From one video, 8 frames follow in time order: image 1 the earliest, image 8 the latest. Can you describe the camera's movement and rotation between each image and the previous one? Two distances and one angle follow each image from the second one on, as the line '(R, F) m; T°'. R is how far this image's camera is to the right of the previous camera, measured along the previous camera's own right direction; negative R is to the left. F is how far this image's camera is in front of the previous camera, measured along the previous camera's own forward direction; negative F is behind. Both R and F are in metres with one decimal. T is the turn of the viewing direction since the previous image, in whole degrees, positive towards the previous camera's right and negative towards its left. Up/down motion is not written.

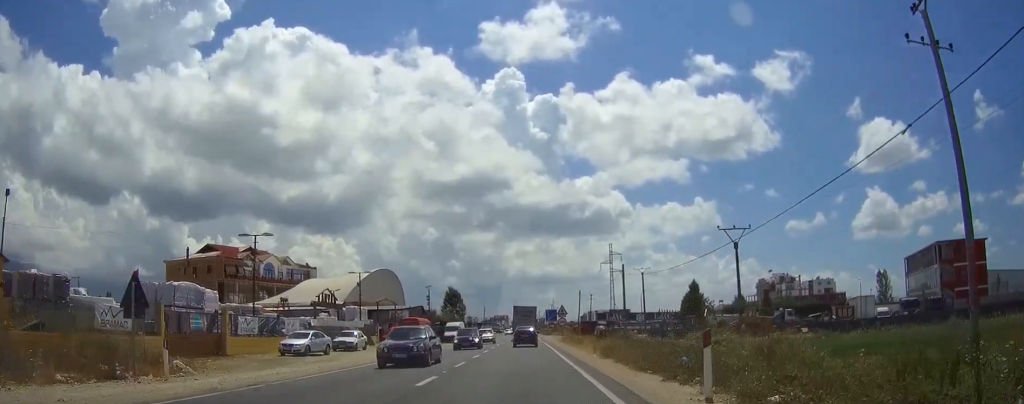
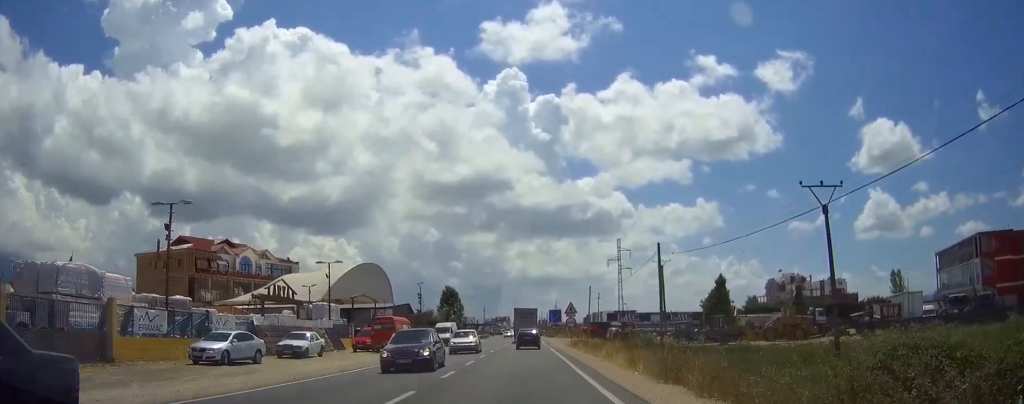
(+0.1, +11.4) m; 0°
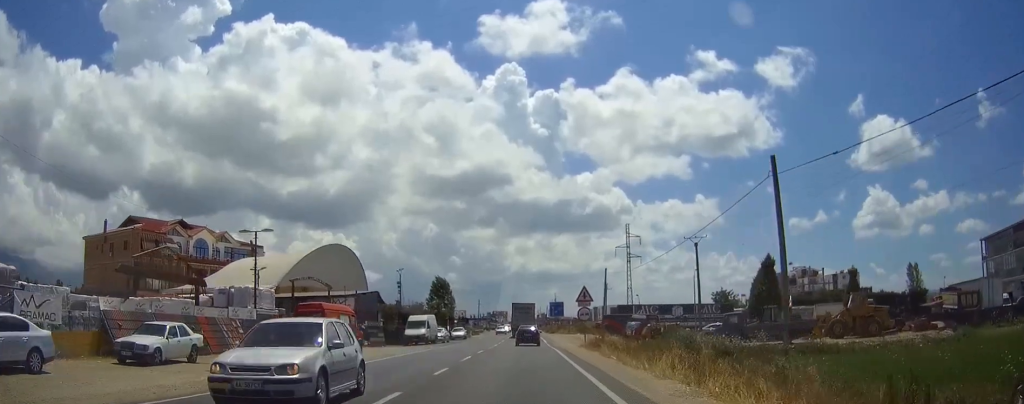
(-0.2, +15.8) m; 0°
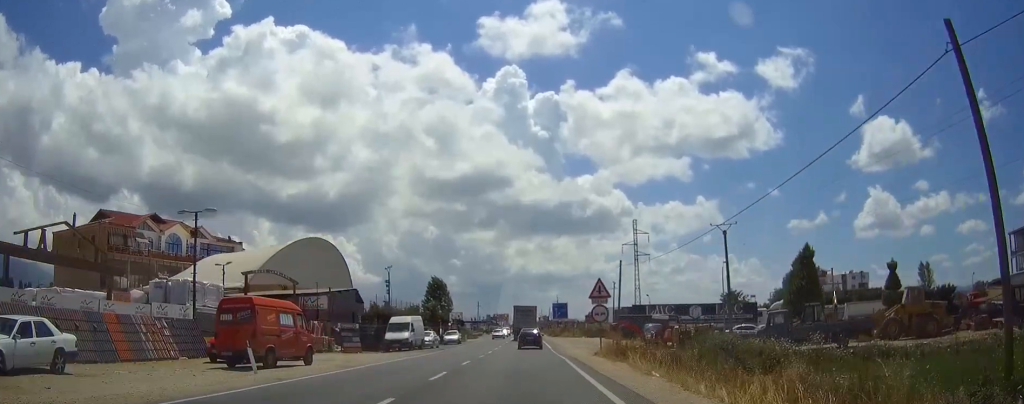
(+0.1, +8.4) m; 0°
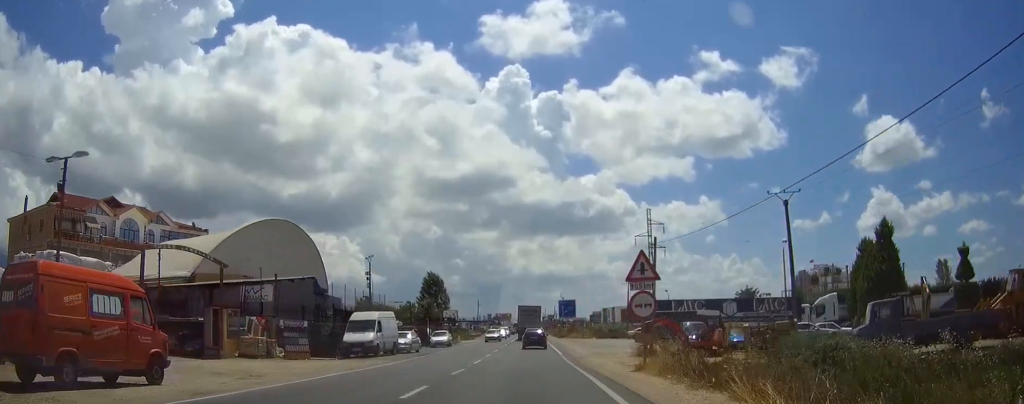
(0.0, +11.9) m; 0°
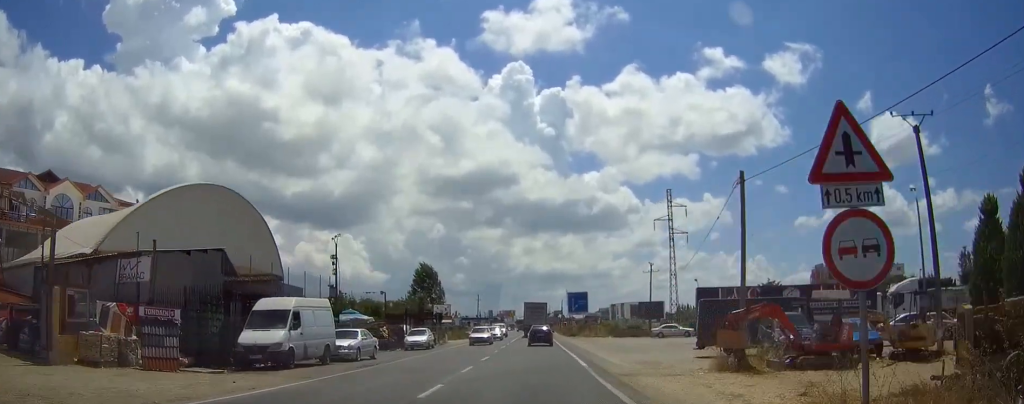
(0.0, +14.4) m; 0°
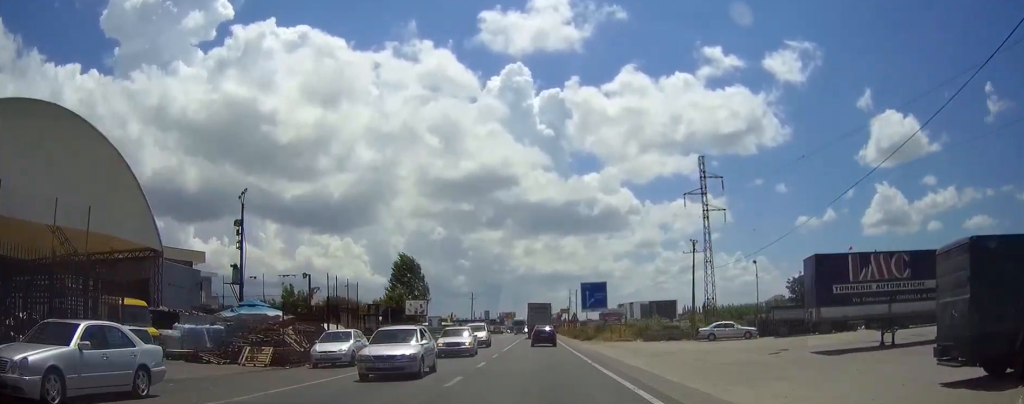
(0.0, +20.4) m; 0°
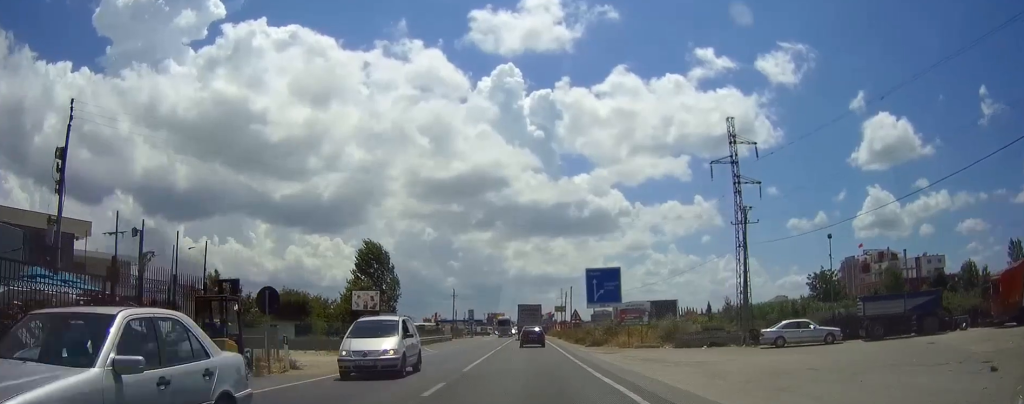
(+0.1, +16.6) m; 0°
